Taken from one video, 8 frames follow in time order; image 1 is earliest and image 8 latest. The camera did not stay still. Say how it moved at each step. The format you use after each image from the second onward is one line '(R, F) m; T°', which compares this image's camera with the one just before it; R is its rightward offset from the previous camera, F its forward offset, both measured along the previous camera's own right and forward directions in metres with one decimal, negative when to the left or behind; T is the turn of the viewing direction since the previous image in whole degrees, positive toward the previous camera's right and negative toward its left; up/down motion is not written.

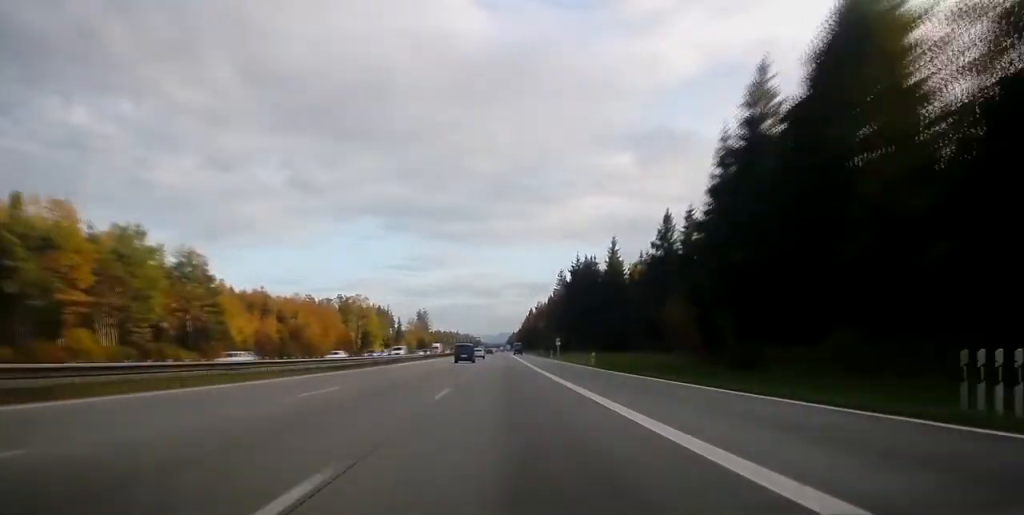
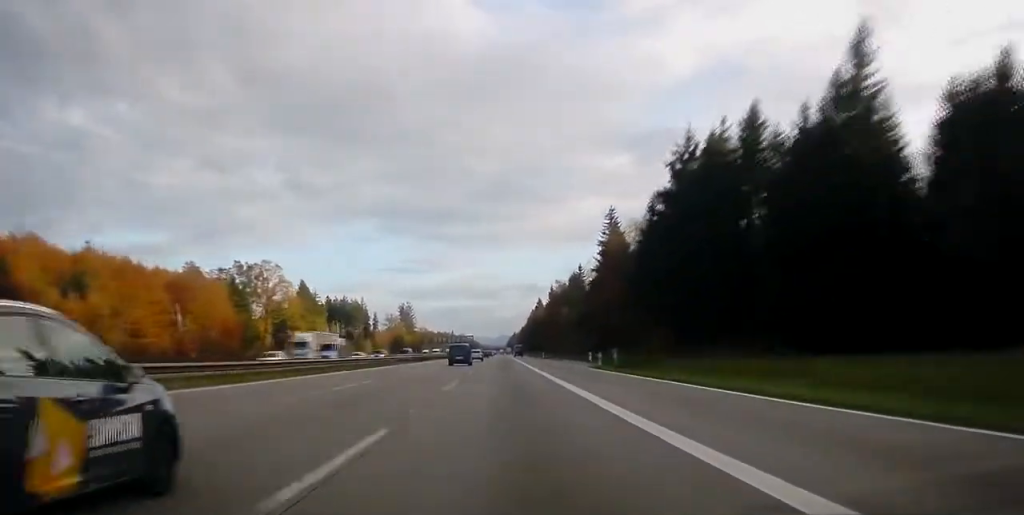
(+0.2, +103.5) m; 0°
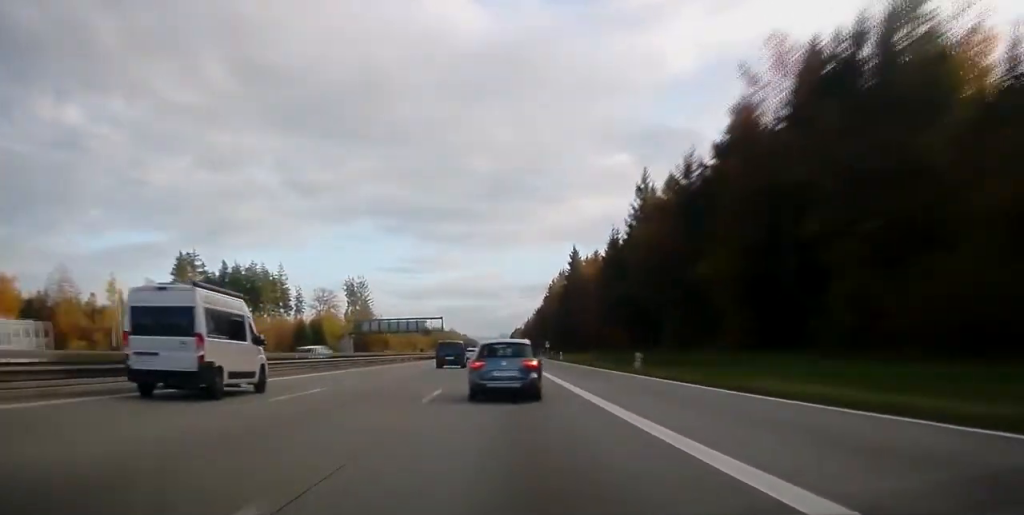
(+0.1, +170.0) m; 0°
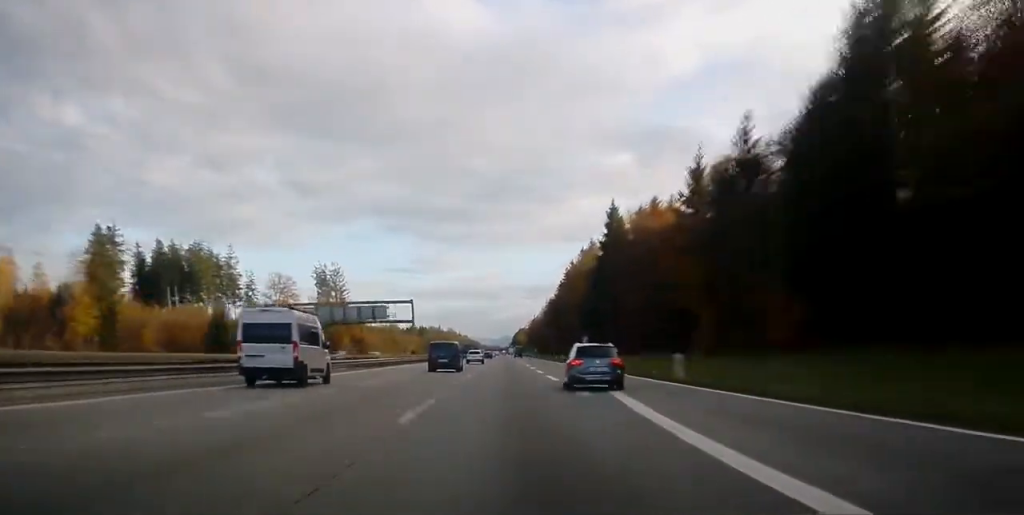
(-0.1, +56.9) m; 0°
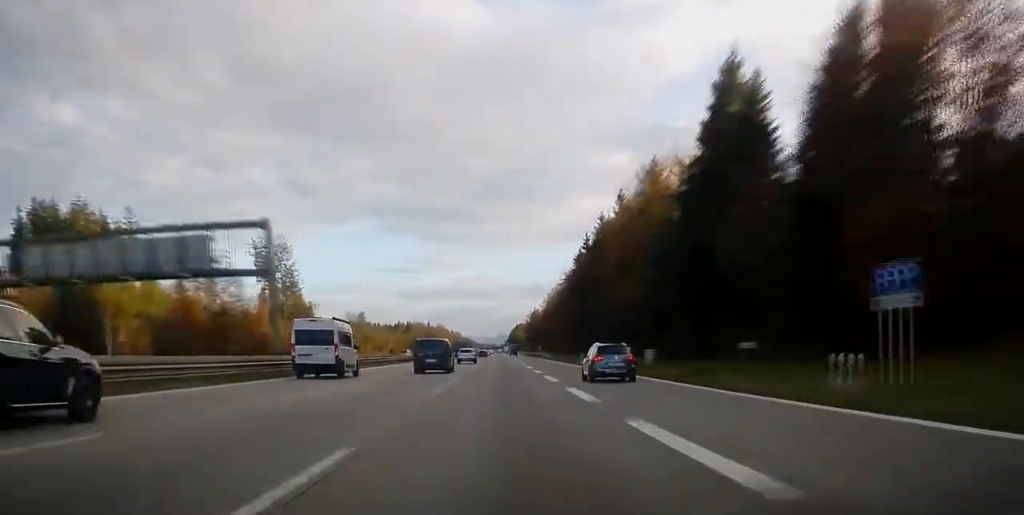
(+0.1, +63.5) m; 0°
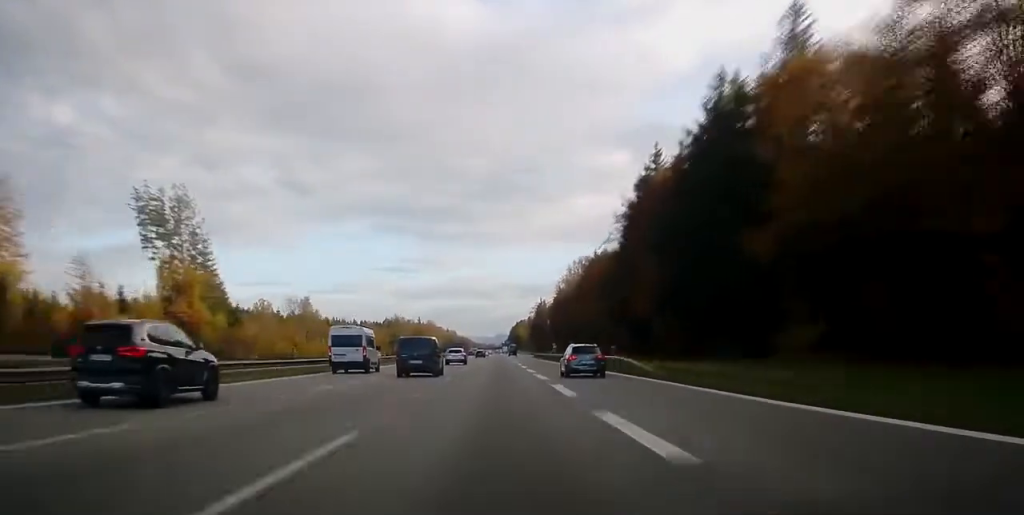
(+0.1, +69.9) m; 0°
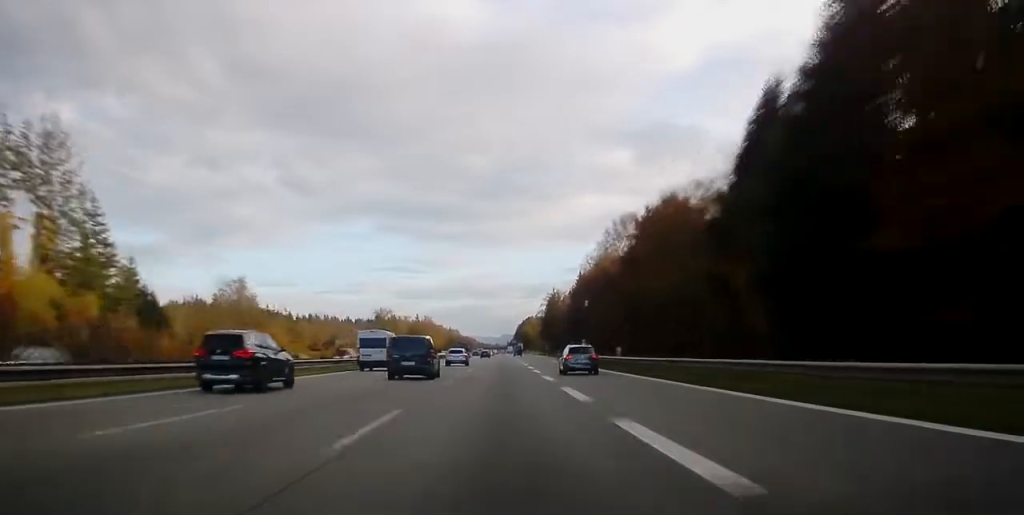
(-0.1, +49.3) m; 0°
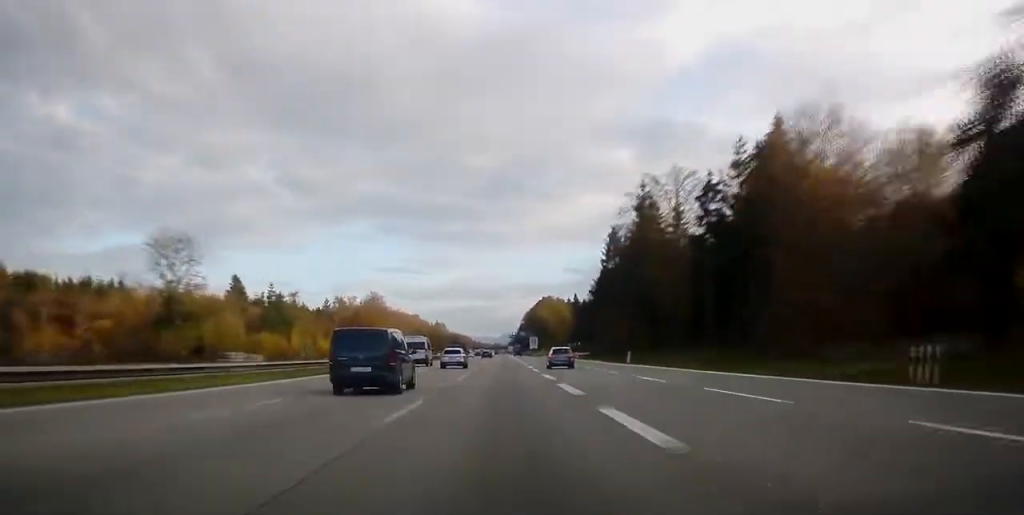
(+0.3, +177.9) m; 0°
